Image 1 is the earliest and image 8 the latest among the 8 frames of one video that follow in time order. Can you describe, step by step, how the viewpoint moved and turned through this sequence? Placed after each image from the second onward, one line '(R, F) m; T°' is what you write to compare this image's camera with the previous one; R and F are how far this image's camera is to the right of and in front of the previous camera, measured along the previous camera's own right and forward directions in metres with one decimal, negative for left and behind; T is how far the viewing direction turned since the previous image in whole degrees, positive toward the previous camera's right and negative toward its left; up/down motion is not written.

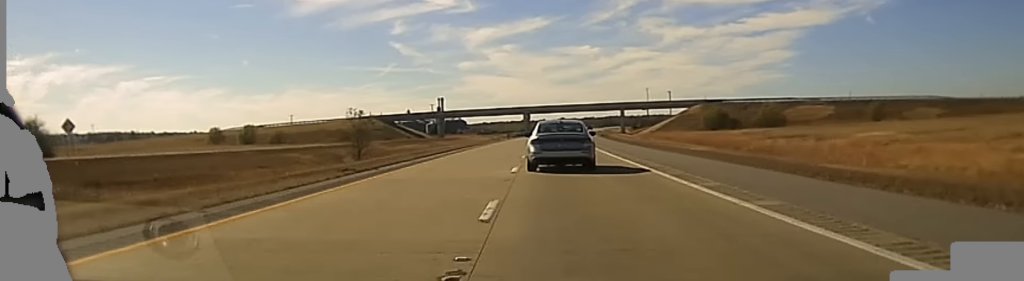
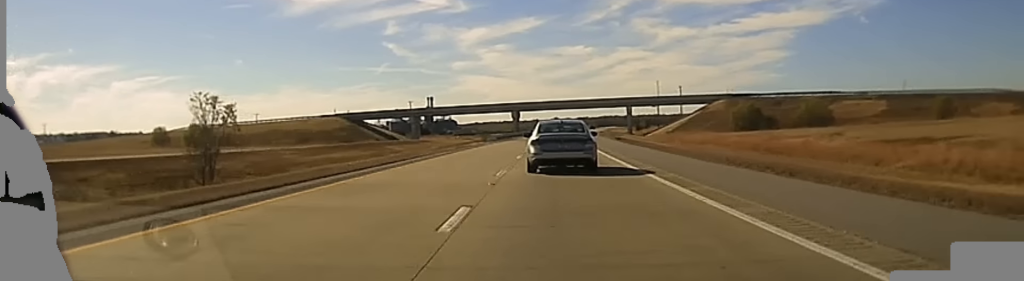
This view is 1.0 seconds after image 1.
(+0.4, +36.1) m; +1°
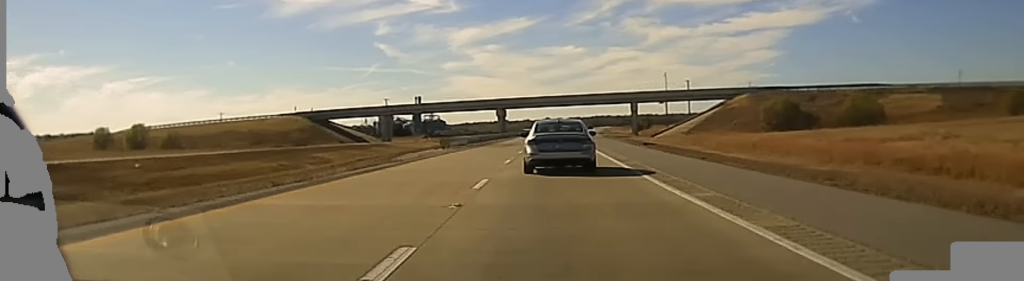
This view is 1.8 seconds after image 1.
(+0.1, +27.8) m; 0°
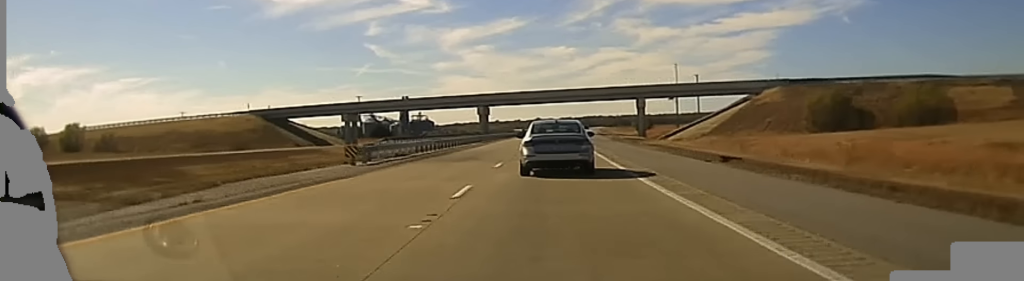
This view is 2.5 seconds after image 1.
(0.0, +26.5) m; 0°
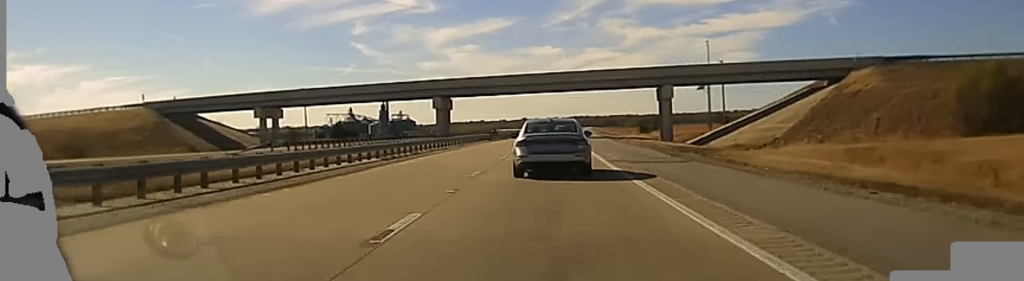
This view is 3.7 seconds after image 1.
(+0.5, +43.4) m; +1°
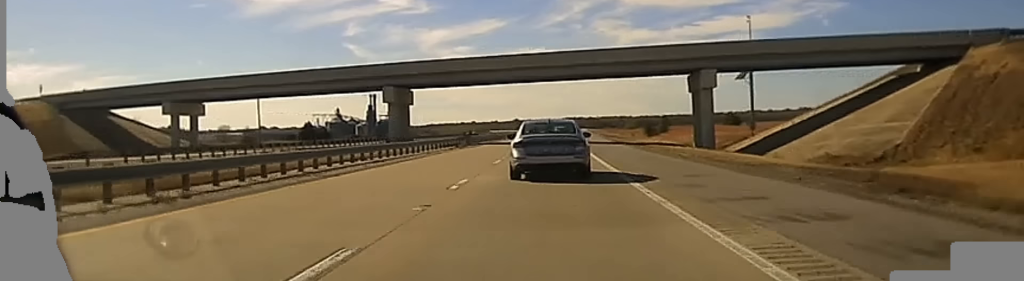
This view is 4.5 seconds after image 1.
(+0.2, +27.7) m; 0°
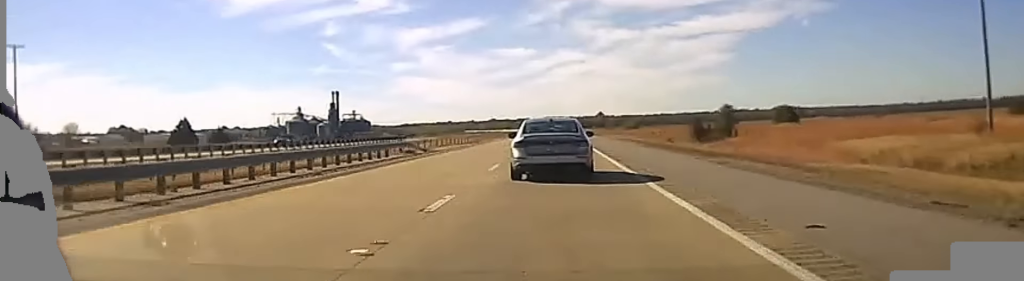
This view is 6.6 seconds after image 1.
(+0.7, +76.5) m; +2°
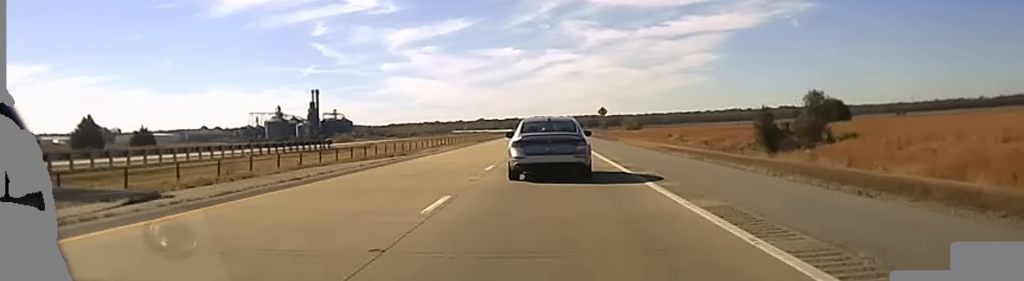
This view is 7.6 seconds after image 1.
(+0.4, +35.2) m; +1°
